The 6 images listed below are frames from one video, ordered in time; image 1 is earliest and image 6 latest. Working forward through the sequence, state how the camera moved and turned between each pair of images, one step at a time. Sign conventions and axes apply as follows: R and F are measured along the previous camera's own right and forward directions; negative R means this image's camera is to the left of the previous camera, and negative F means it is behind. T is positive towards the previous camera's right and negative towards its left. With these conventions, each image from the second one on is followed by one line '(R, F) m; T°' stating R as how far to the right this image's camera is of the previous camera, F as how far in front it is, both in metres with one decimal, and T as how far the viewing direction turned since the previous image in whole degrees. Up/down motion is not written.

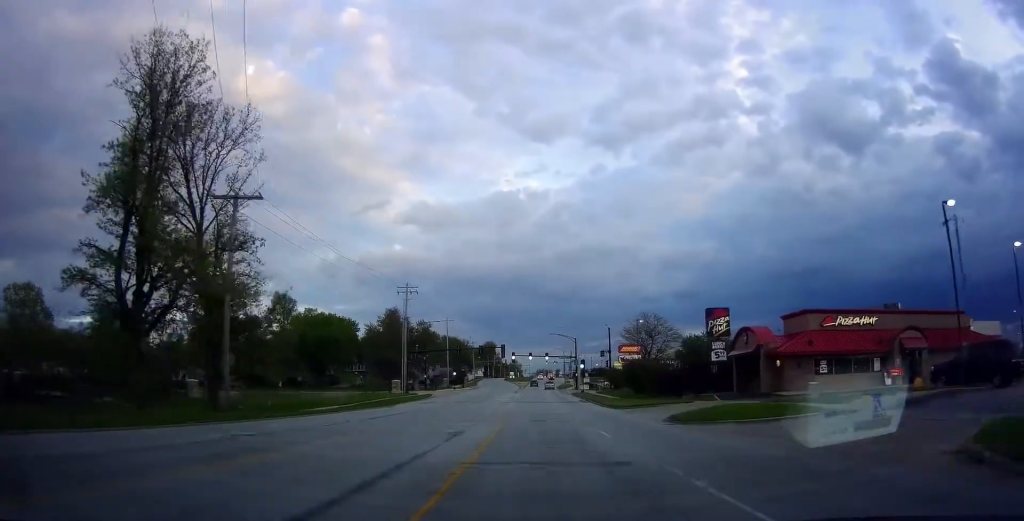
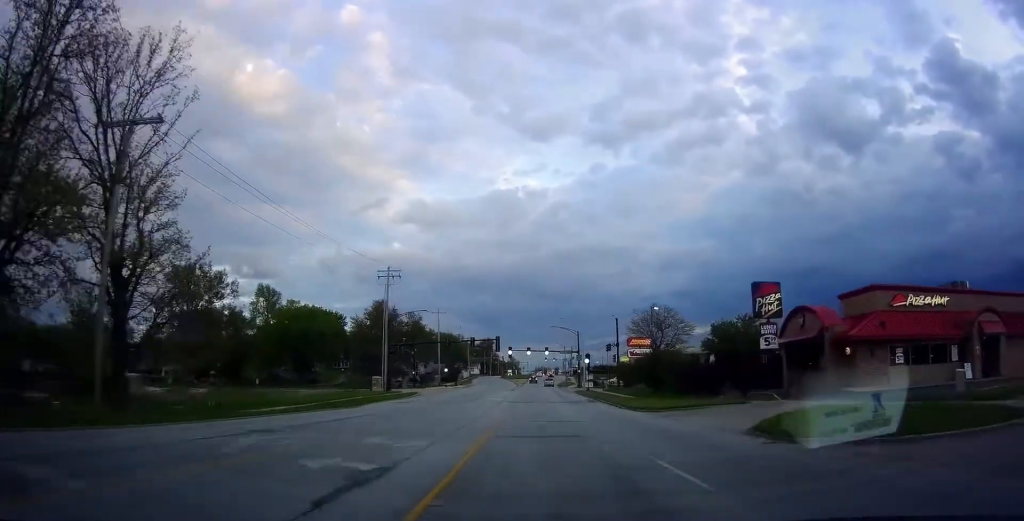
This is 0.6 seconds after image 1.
(0.0, +9.5) m; 0°
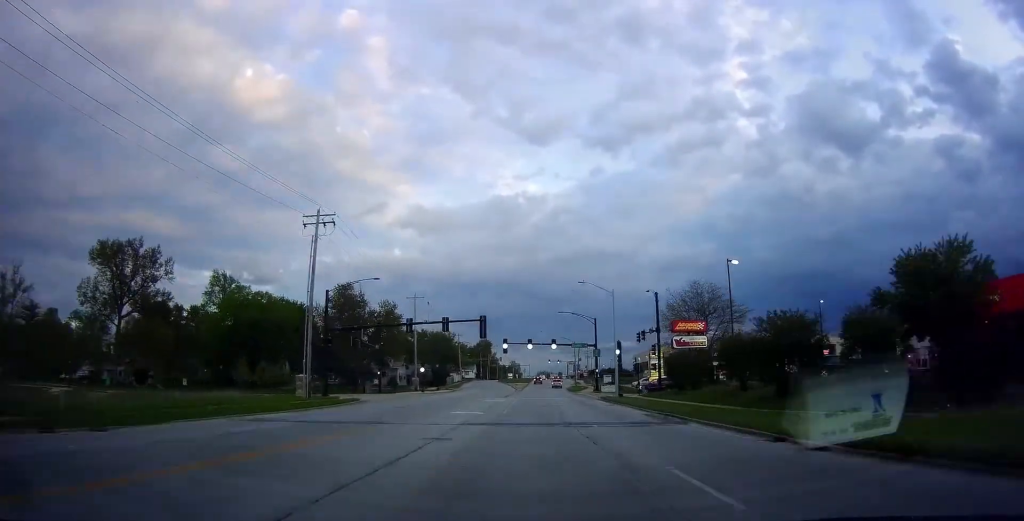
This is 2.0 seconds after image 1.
(+0.3, +26.1) m; +1°
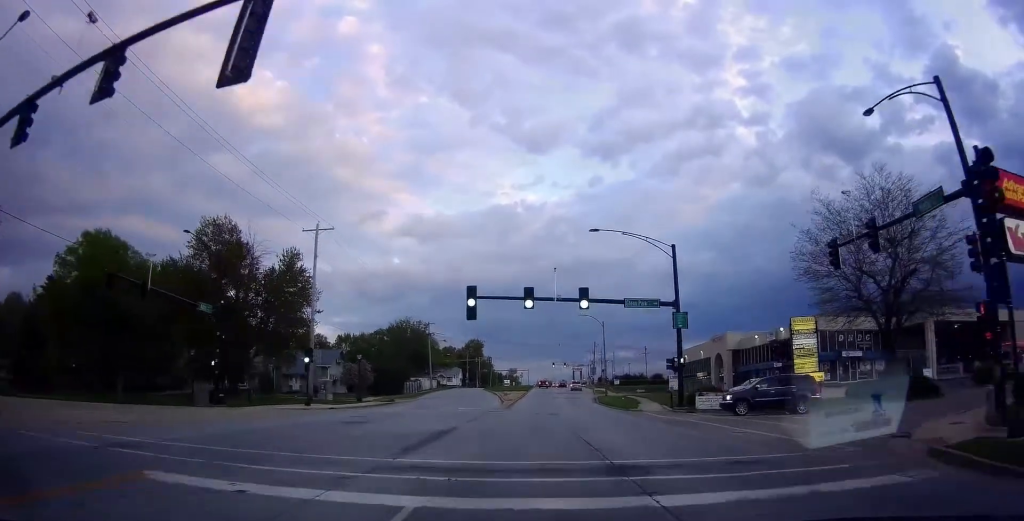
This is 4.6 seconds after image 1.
(0.0, +46.7) m; 0°
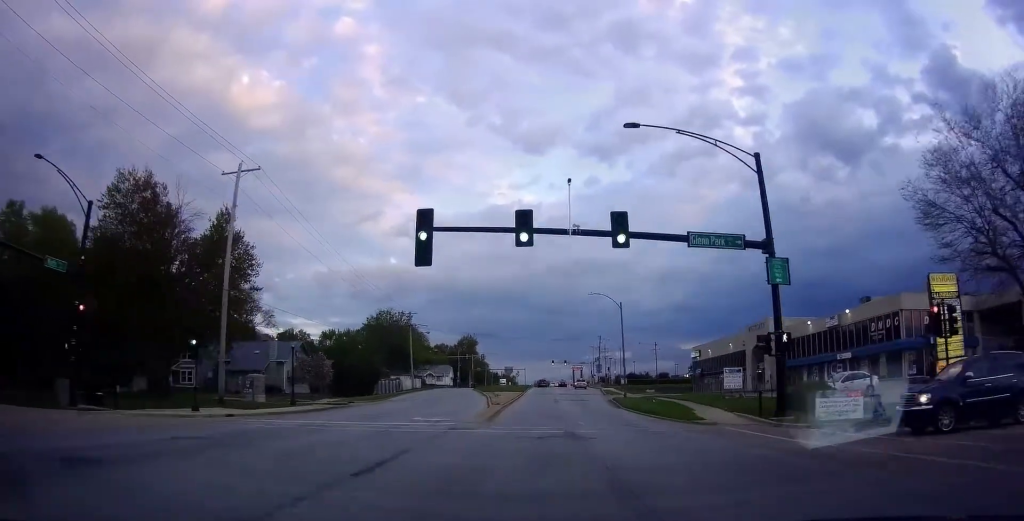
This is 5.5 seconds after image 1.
(0.0, +16.3) m; 0°
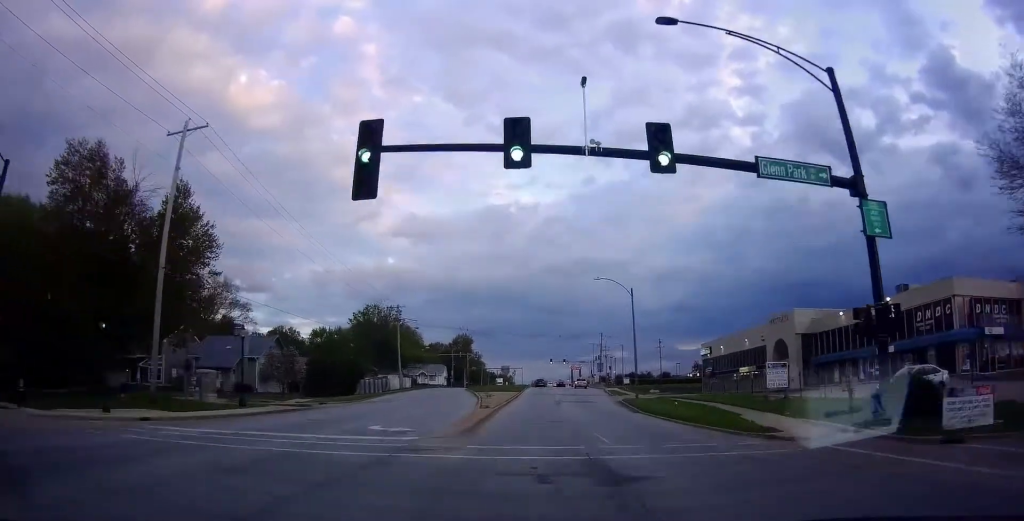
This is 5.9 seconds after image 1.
(0.0, +6.9) m; 0°
